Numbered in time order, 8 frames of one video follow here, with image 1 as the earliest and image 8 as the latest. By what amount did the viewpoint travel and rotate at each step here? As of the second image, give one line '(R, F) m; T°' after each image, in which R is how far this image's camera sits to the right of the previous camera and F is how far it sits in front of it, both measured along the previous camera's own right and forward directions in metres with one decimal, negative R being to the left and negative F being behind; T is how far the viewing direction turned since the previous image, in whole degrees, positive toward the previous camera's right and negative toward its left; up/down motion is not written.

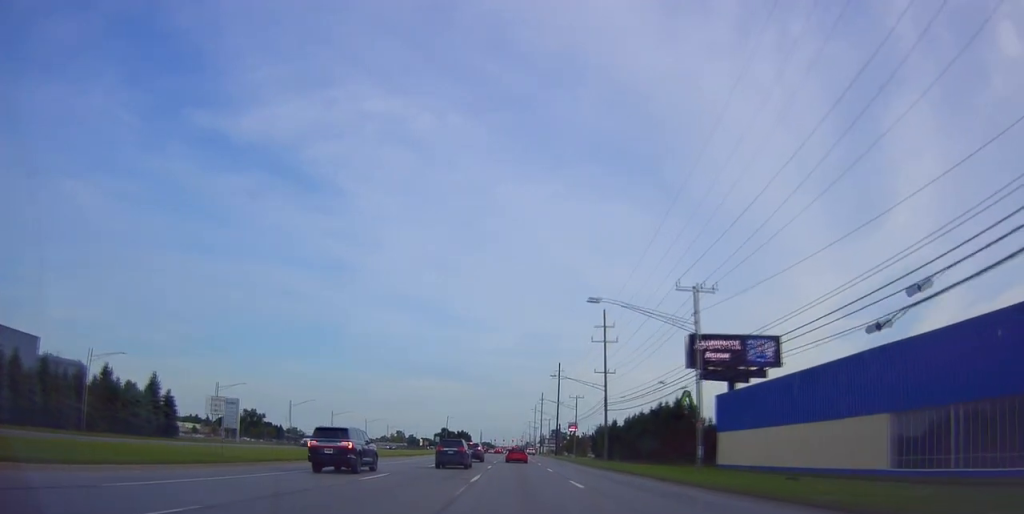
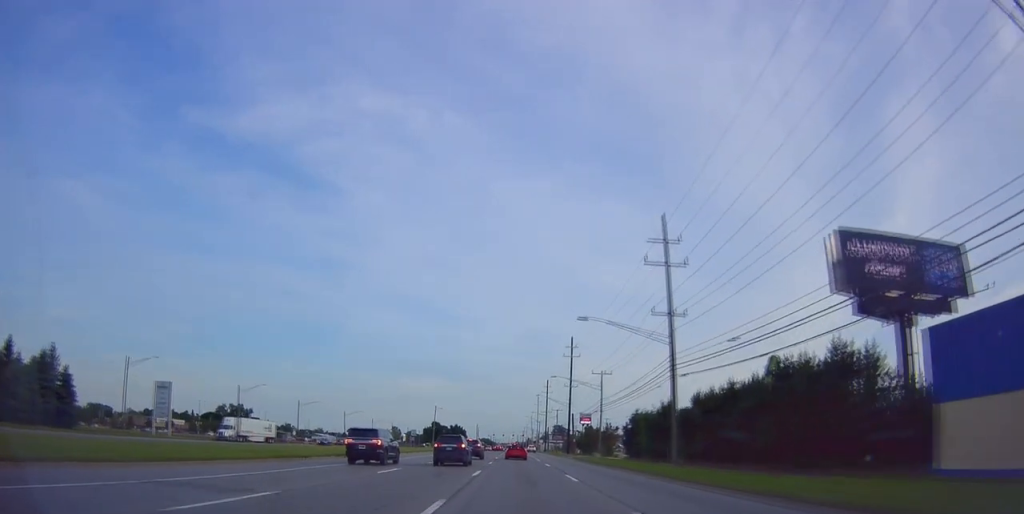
(-0.4, +27.3) m; +2°
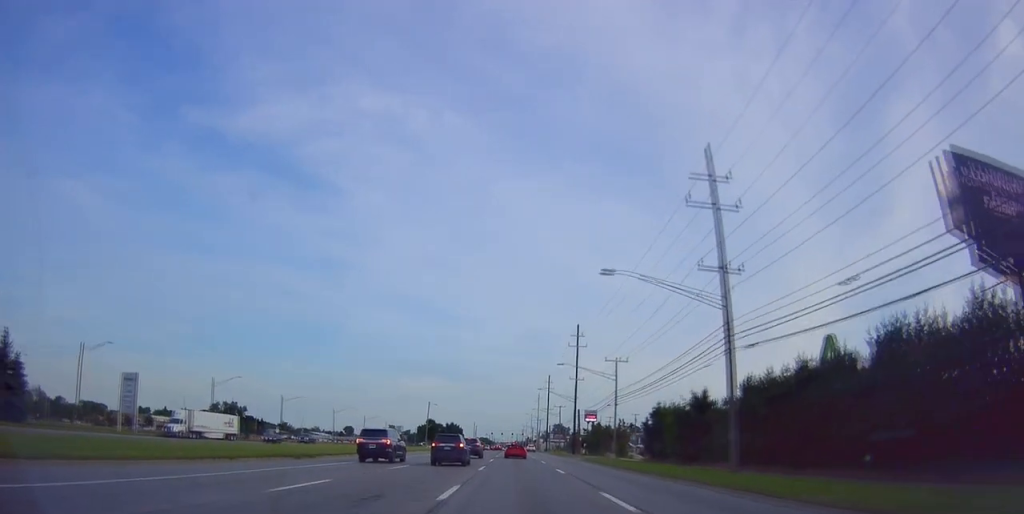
(+0.4, +10.7) m; 0°
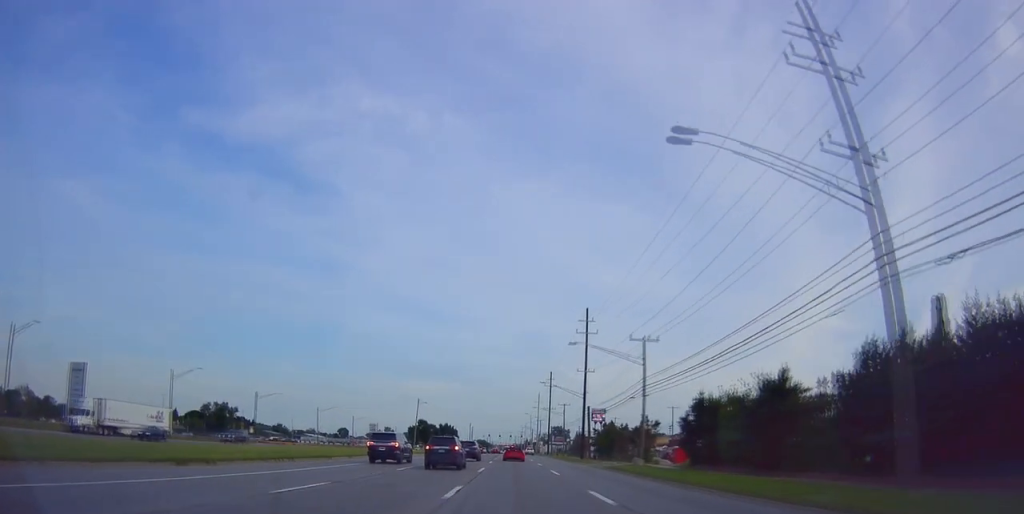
(+0.1, +14.2) m; 0°
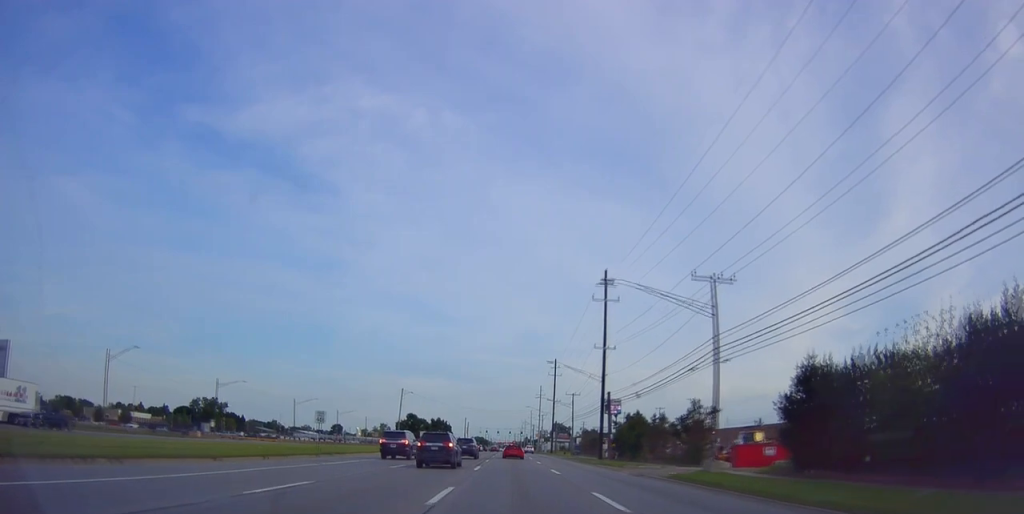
(-0.2, +18.2) m; 0°
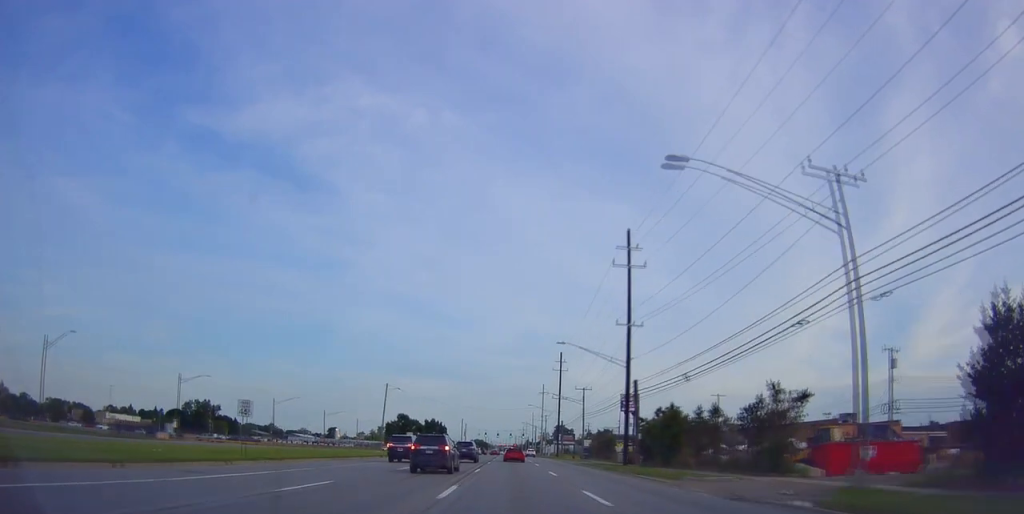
(+0.3, +14.4) m; 0°
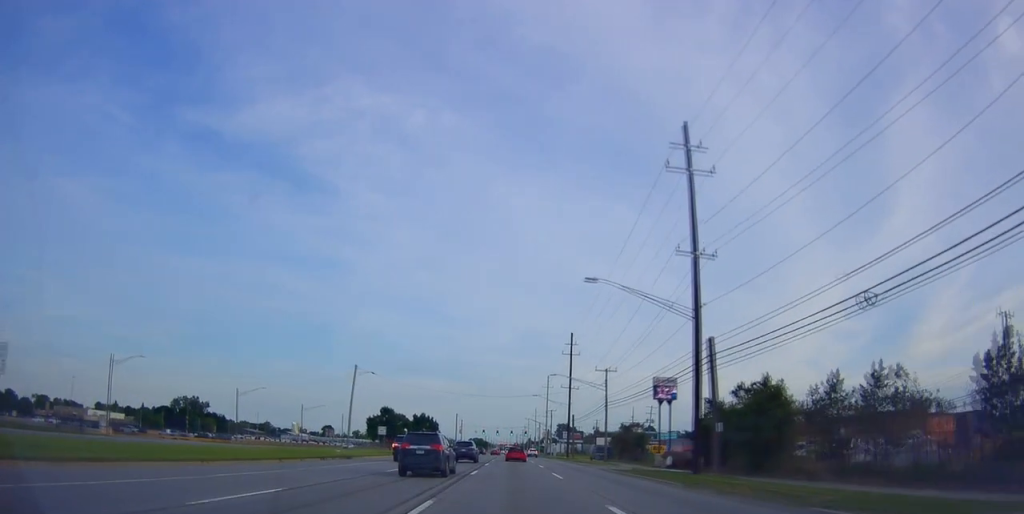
(-0.5, +19.9) m; -1°
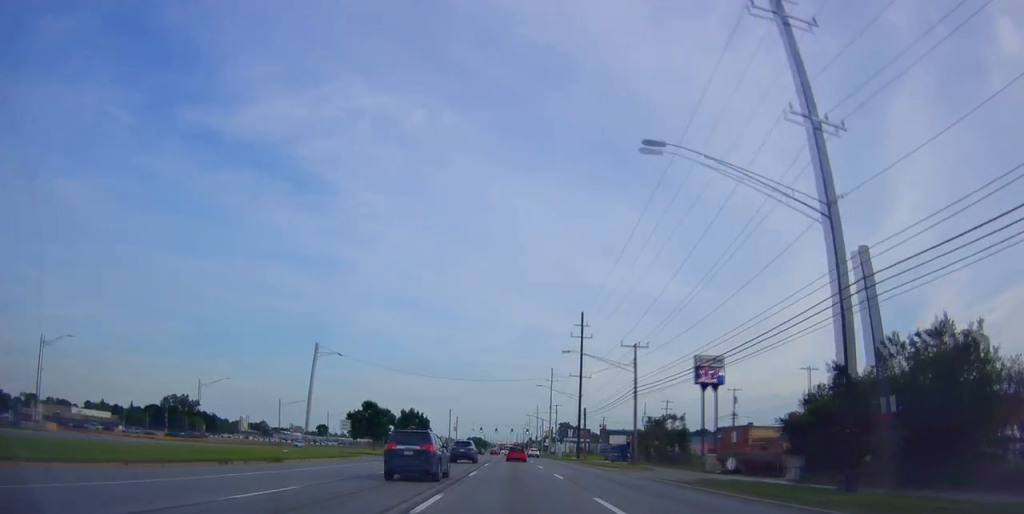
(+0.1, +15.6) m; +1°
